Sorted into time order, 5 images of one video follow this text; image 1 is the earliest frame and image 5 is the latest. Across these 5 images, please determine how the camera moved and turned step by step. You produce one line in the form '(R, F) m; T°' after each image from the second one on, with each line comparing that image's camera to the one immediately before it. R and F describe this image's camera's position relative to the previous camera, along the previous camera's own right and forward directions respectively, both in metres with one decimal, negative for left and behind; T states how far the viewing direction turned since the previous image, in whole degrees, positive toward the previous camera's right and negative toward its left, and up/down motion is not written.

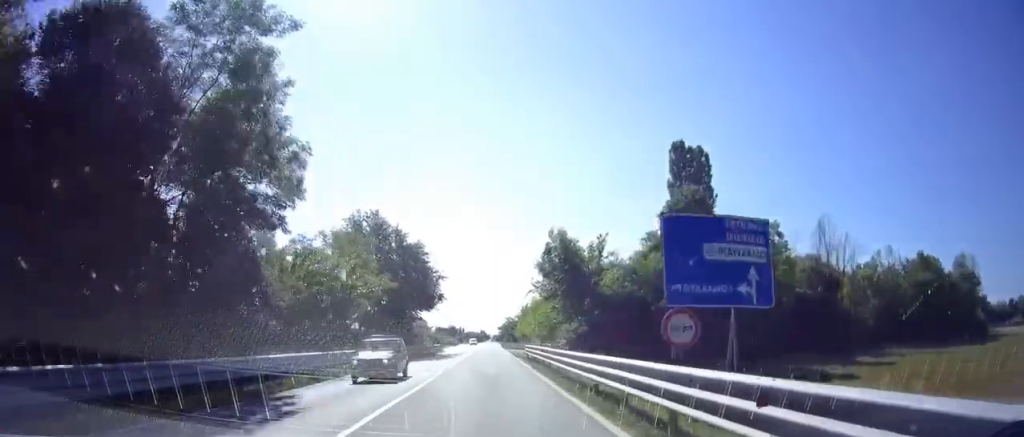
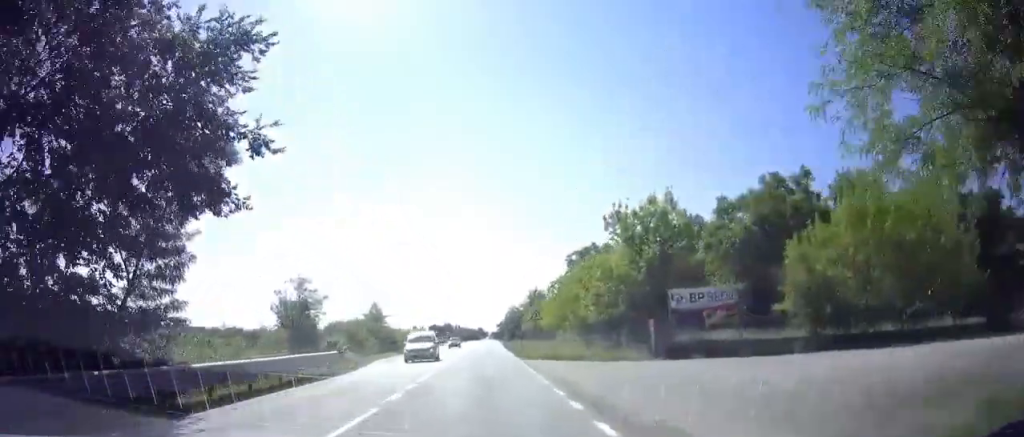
(+0.2, +44.4) m; 0°
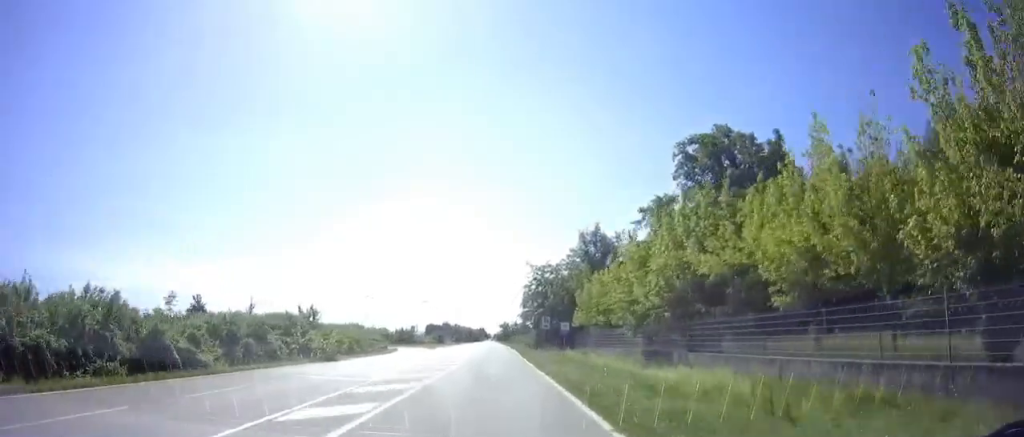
(-0.3, +73.1) m; 0°
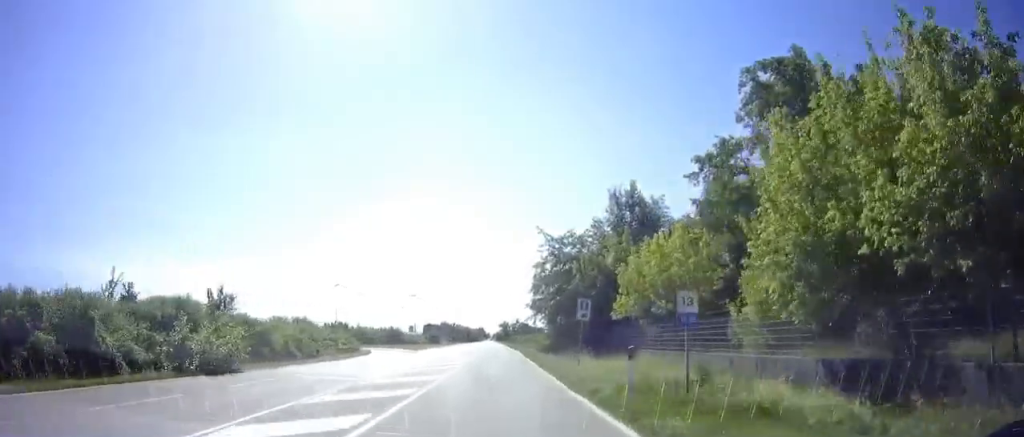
(0.0, +15.3) m; 0°
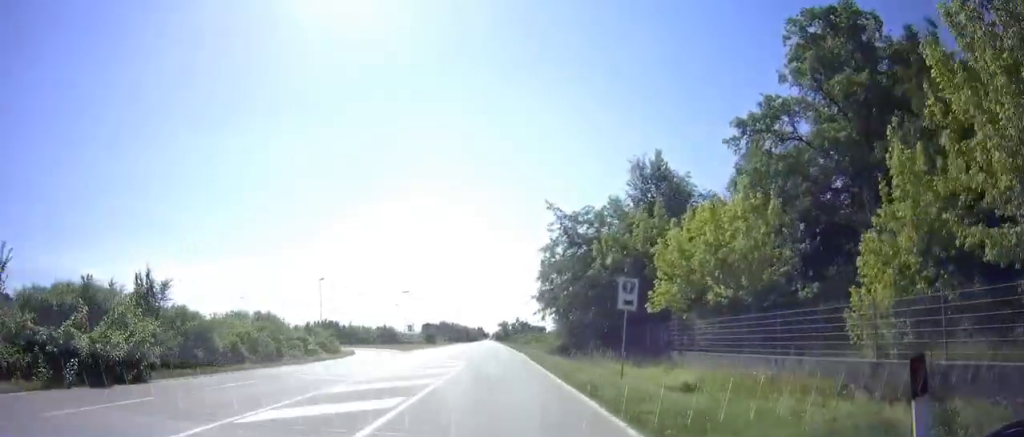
(0.0, +8.3) m; 0°
